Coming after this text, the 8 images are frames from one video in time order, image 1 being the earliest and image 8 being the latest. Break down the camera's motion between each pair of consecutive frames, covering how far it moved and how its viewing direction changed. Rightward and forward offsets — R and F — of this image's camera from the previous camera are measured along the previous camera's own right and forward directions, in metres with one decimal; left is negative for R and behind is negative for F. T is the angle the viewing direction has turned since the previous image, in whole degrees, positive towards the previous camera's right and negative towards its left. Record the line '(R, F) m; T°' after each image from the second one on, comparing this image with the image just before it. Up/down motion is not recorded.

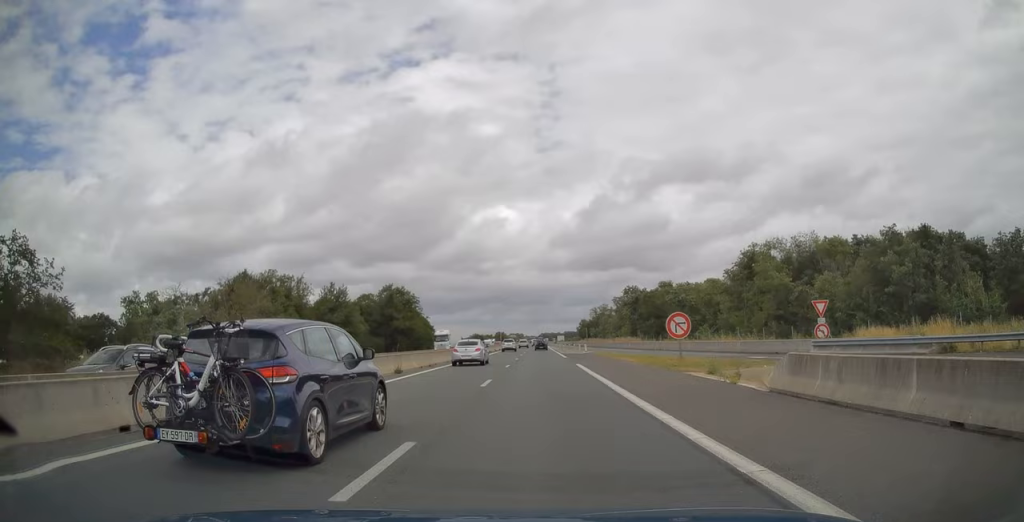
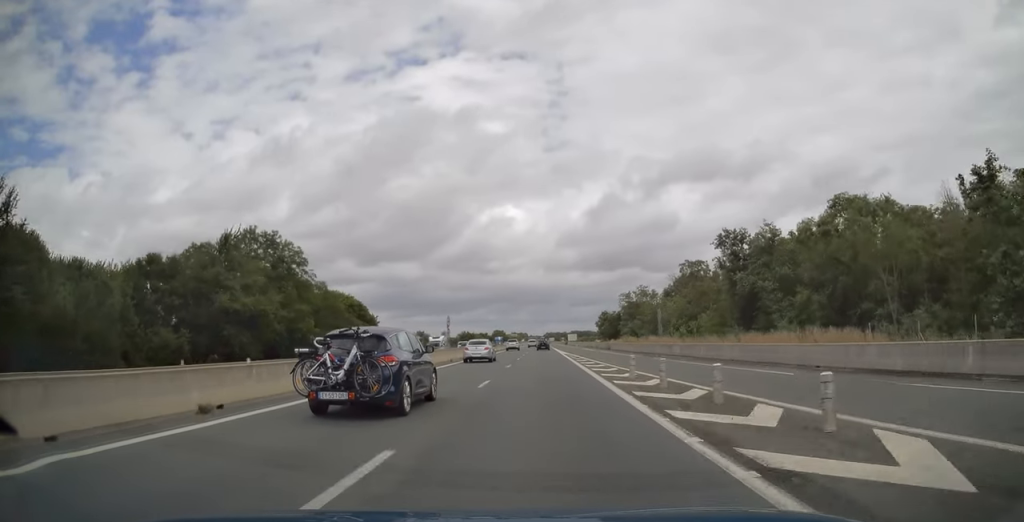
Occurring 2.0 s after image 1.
(-0.2, +65.8) m; 0°
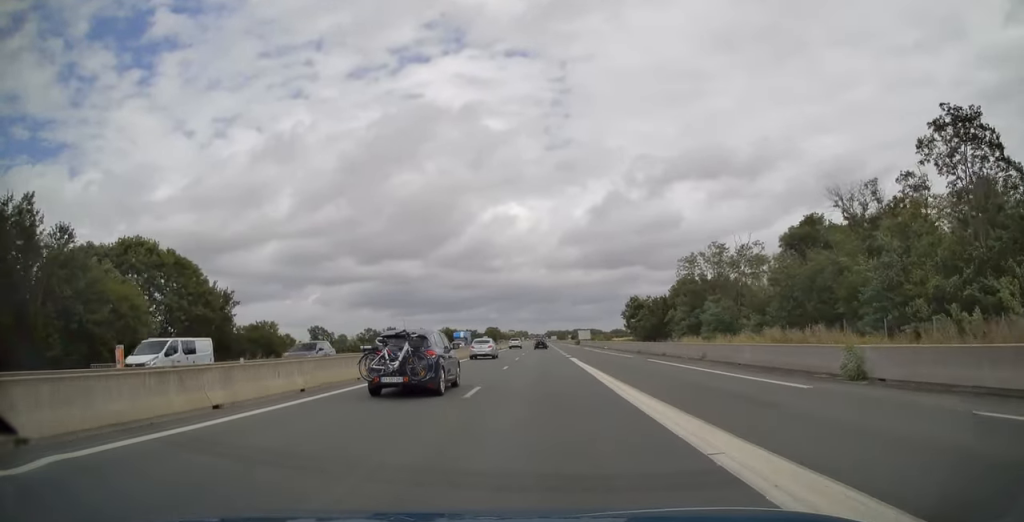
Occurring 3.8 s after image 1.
(+0.2, +56.5) m; 0°
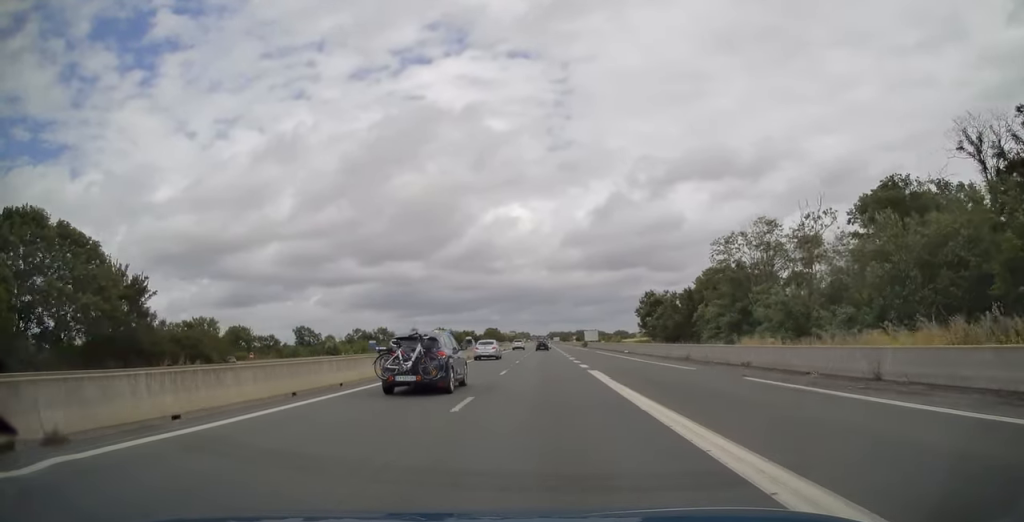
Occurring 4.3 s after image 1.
(-0.1, +15.6) m; 0°
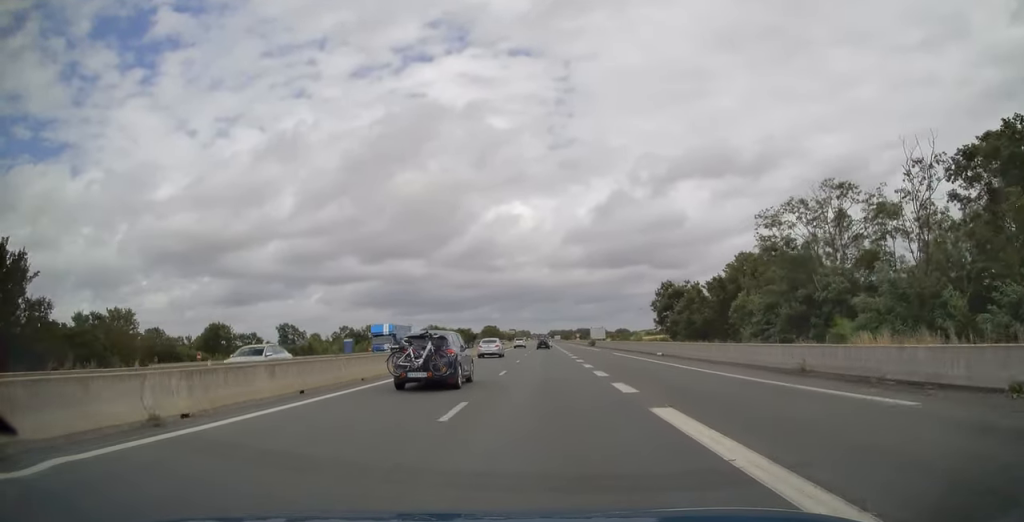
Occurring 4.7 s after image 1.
(-0.1, +14.6) m; 0°
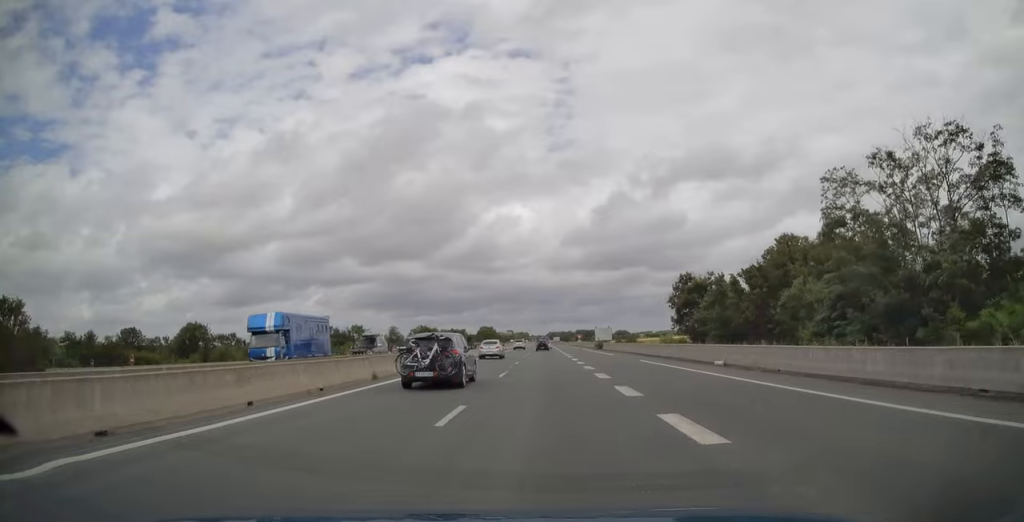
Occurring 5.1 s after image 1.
(+0.1, +13.5) m; 0°
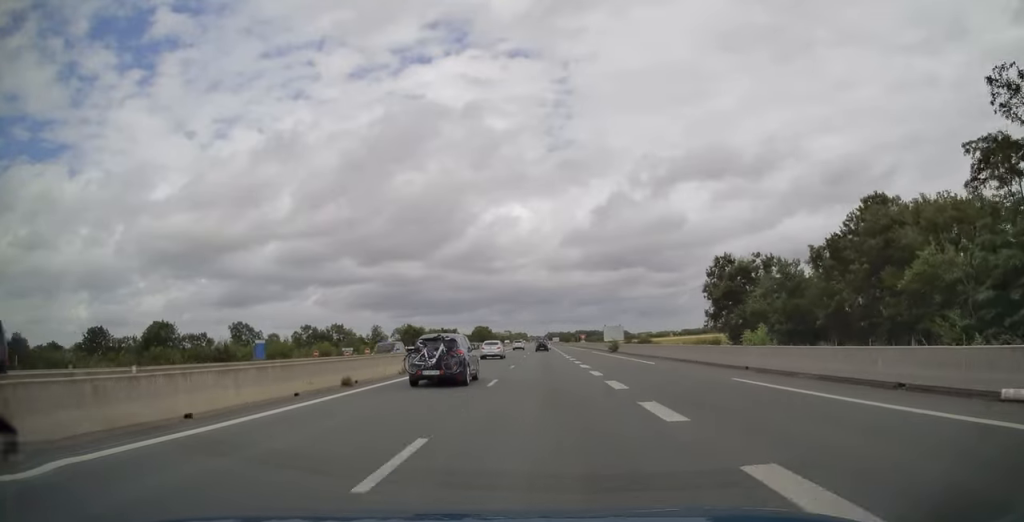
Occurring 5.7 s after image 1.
(+0.1, +17.2) m; 0°
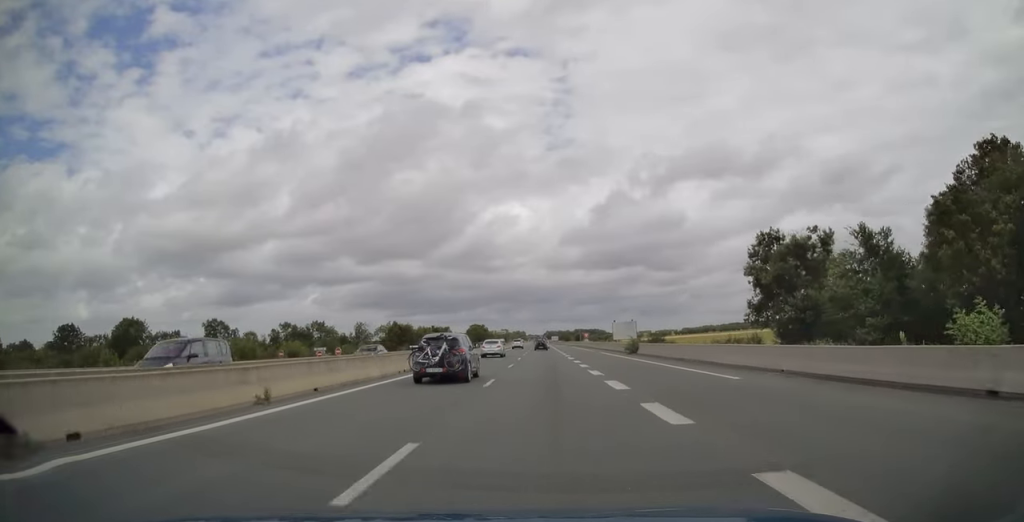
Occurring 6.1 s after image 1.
(-0.1, +13.5) m; 0°
